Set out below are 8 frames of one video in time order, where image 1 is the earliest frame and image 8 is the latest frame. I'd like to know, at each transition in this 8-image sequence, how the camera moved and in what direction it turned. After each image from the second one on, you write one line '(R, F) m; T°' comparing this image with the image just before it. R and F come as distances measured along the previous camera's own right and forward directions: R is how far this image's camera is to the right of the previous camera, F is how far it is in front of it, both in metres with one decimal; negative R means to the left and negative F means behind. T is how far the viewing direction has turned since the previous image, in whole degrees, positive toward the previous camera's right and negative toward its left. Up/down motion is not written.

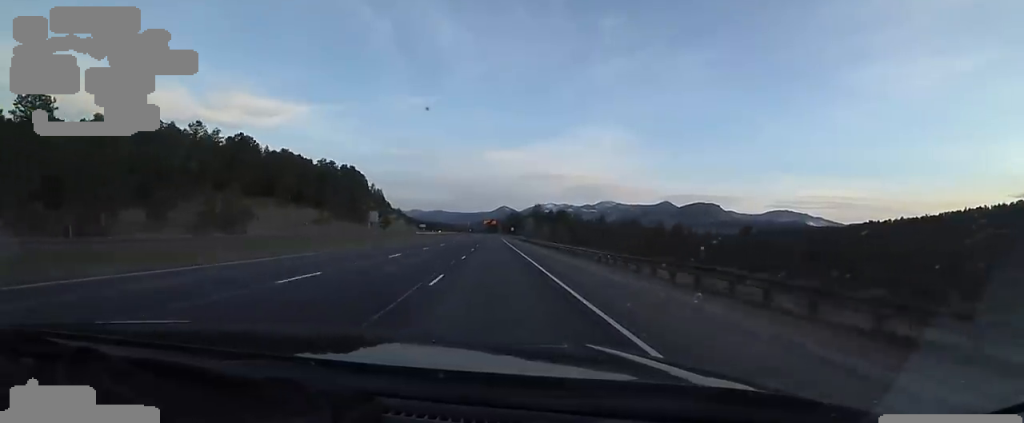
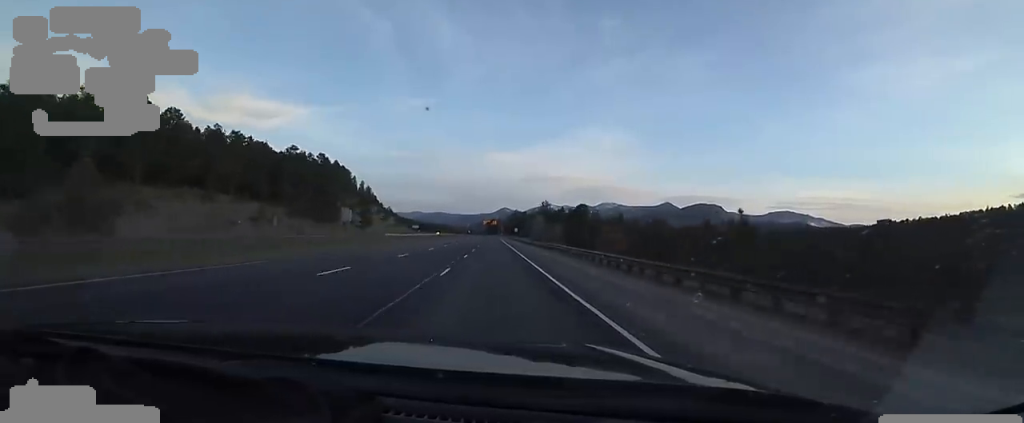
(0.0, +32.4) m; 0°
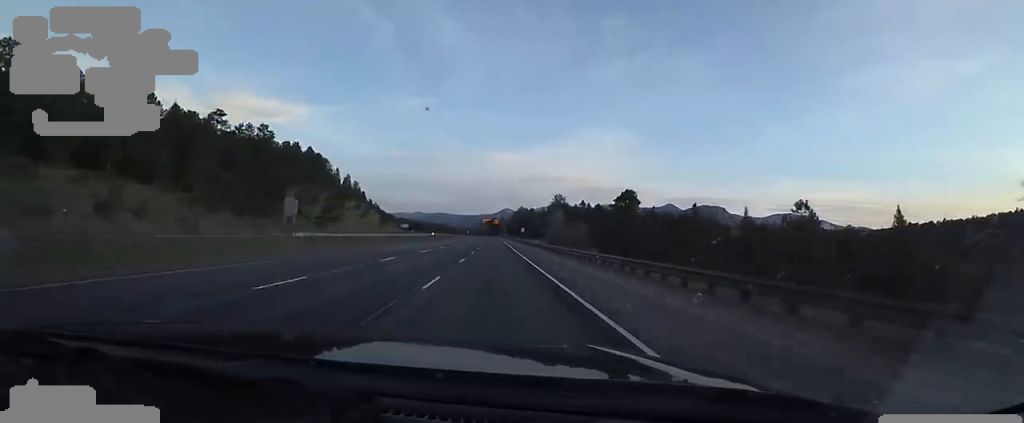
(0.0, +41.1) m; 0°
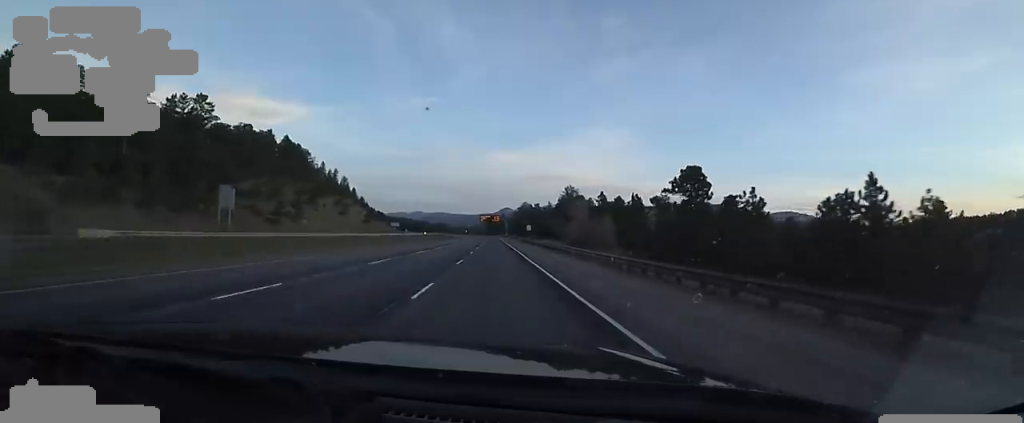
(0.0, +26.7) m; 0°
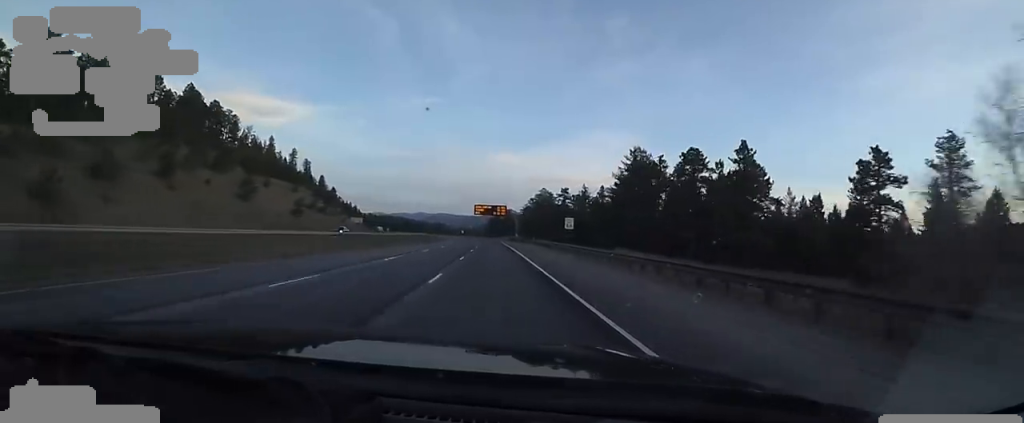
(-0.1, +70.0) m; 0°
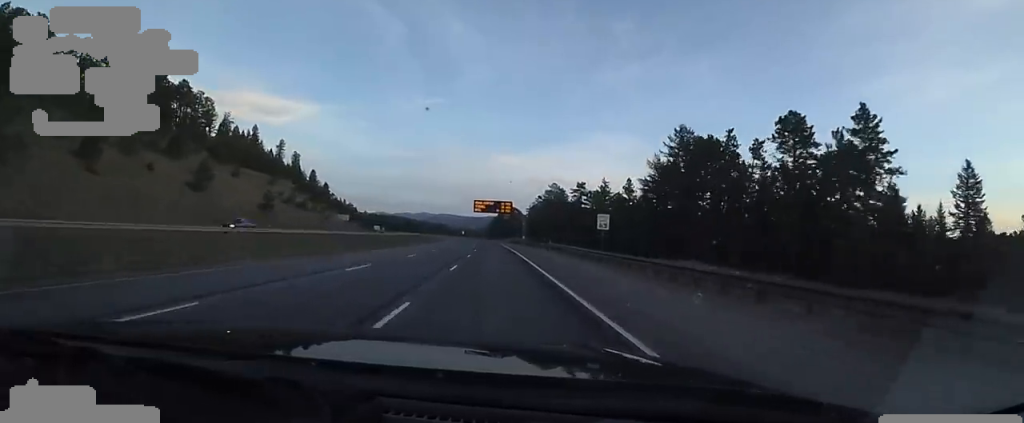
(0.0, +18.4) m; -1°
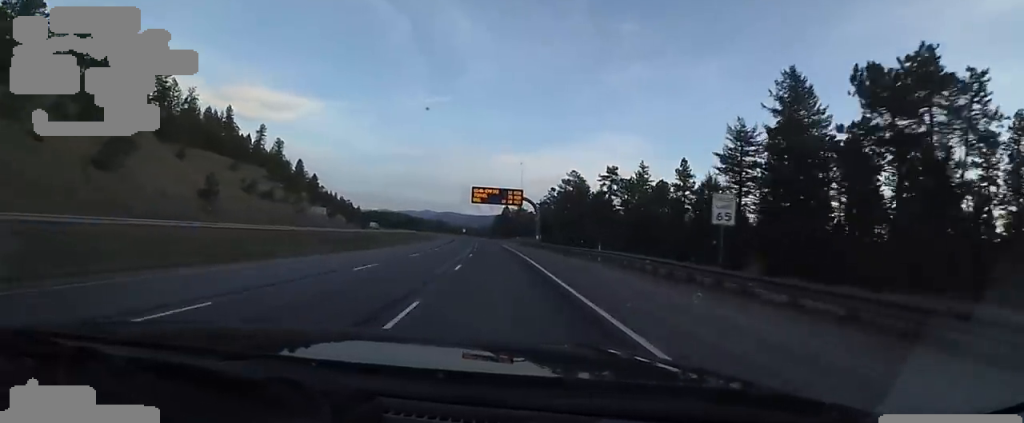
(-0.3, +23.5) m; -1°
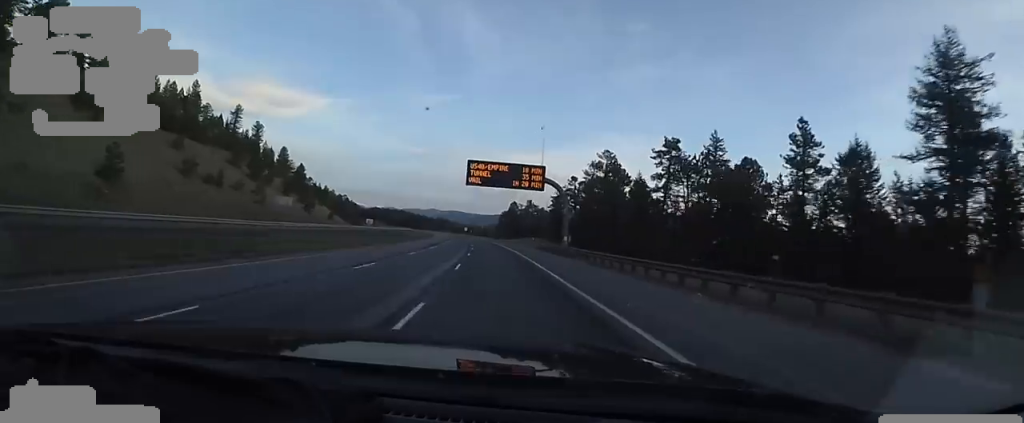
(-0.3, +24.7) m; 0°
